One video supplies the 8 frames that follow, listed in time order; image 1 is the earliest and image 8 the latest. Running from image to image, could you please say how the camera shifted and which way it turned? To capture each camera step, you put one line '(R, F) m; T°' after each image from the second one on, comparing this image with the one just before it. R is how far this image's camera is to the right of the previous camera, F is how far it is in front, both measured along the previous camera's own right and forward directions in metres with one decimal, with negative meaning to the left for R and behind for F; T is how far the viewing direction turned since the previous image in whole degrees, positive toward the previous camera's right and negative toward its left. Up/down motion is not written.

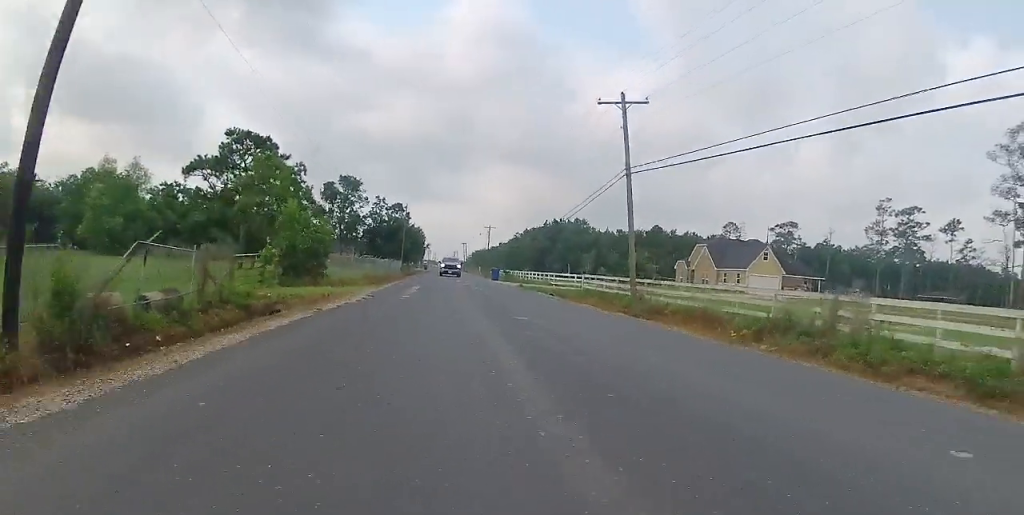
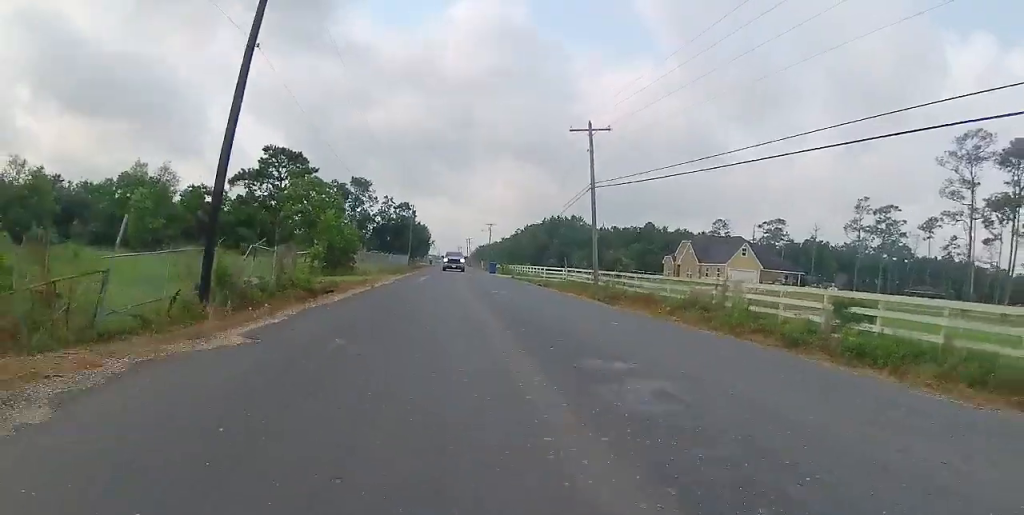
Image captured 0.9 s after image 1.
(0.0, +7.6) m; 0°
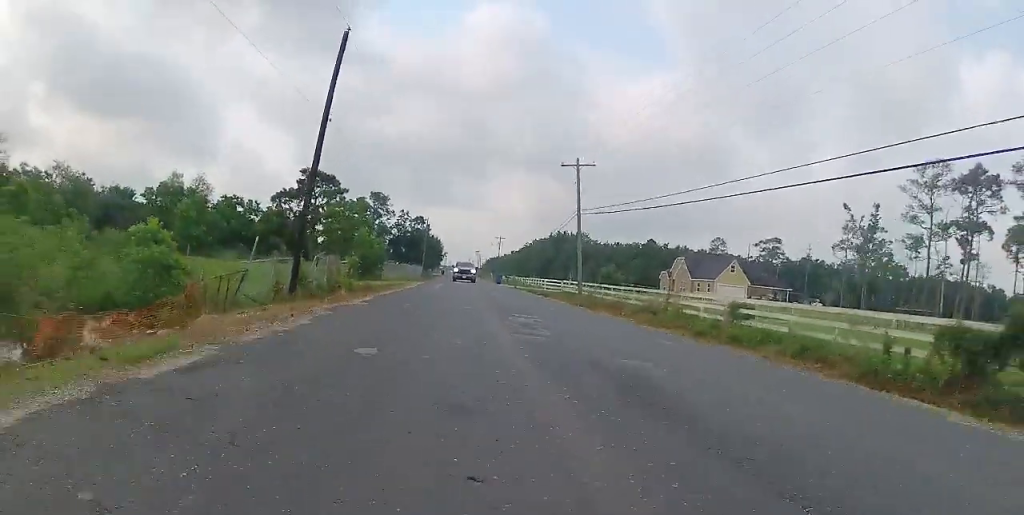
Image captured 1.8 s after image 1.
(0.0, +7.5) m; 0°
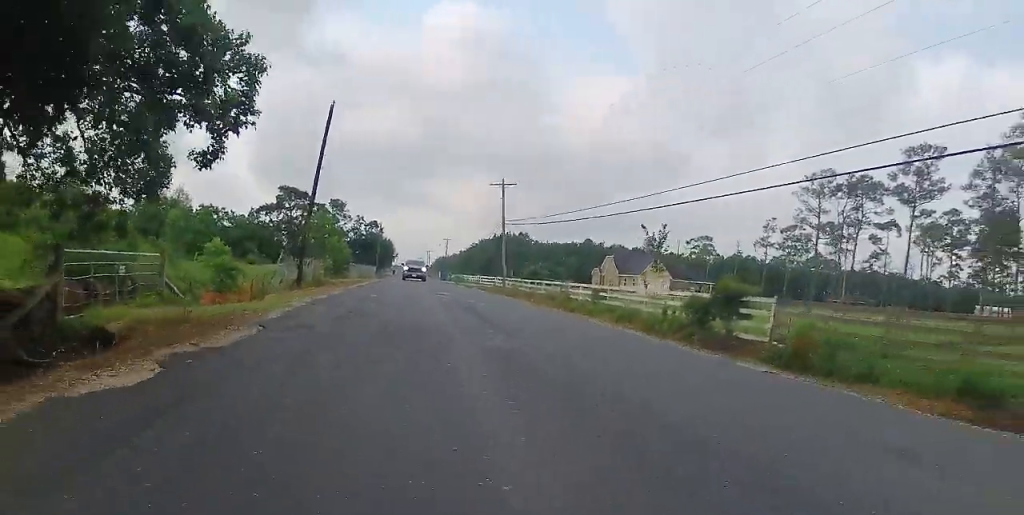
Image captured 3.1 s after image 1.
(-0.2, +10.9) m; -3°
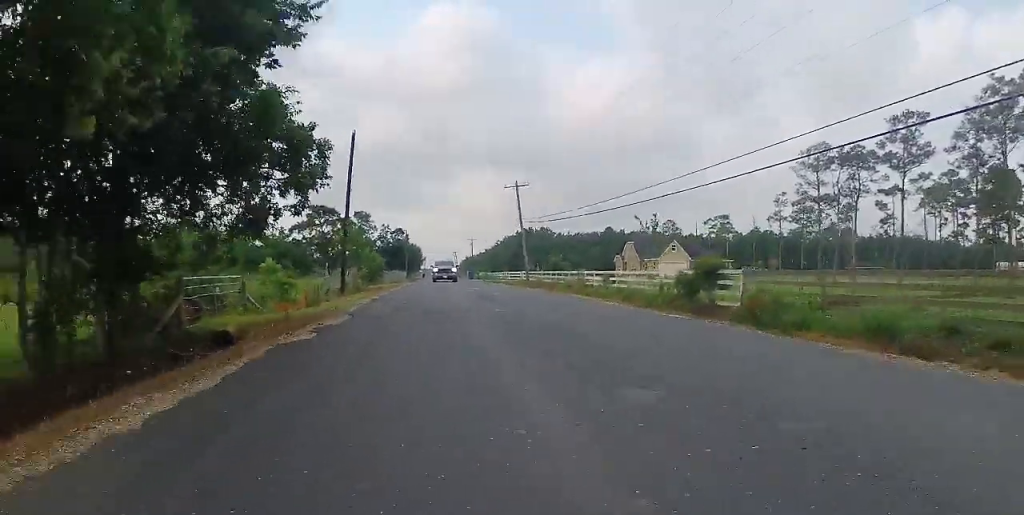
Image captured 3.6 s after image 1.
(-0.2, +4.1) m; 0°
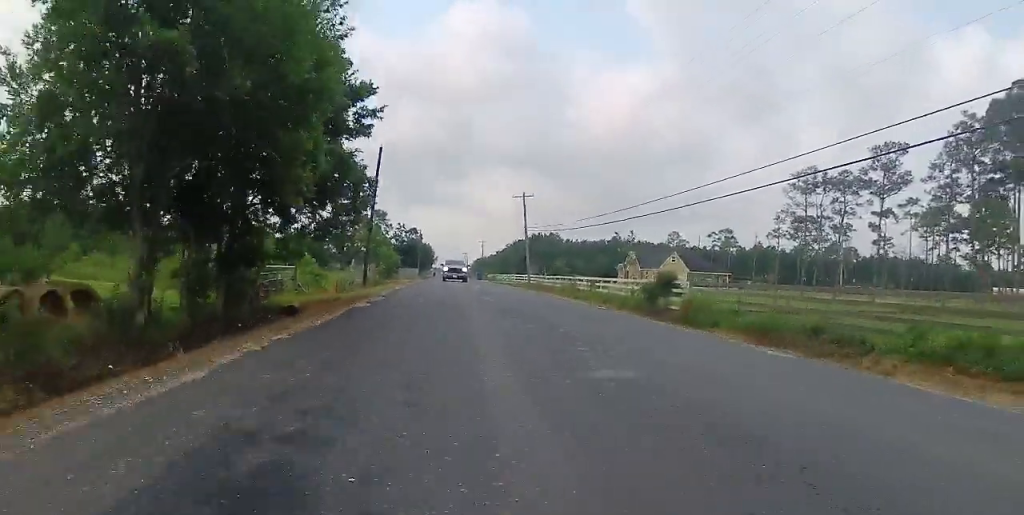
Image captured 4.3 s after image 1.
(0.0, +5.7) m; +1°
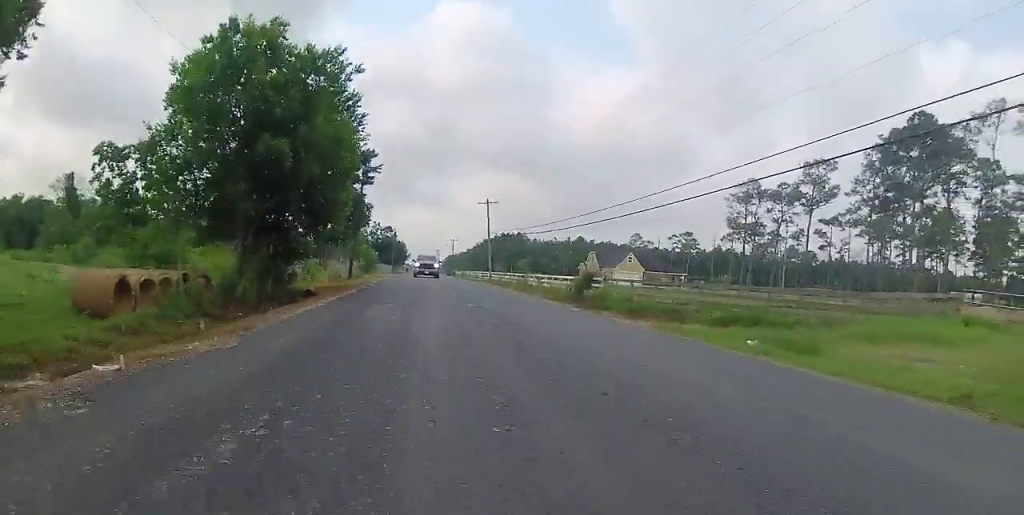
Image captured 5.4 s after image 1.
(+0.3, +8.4) m; +2°
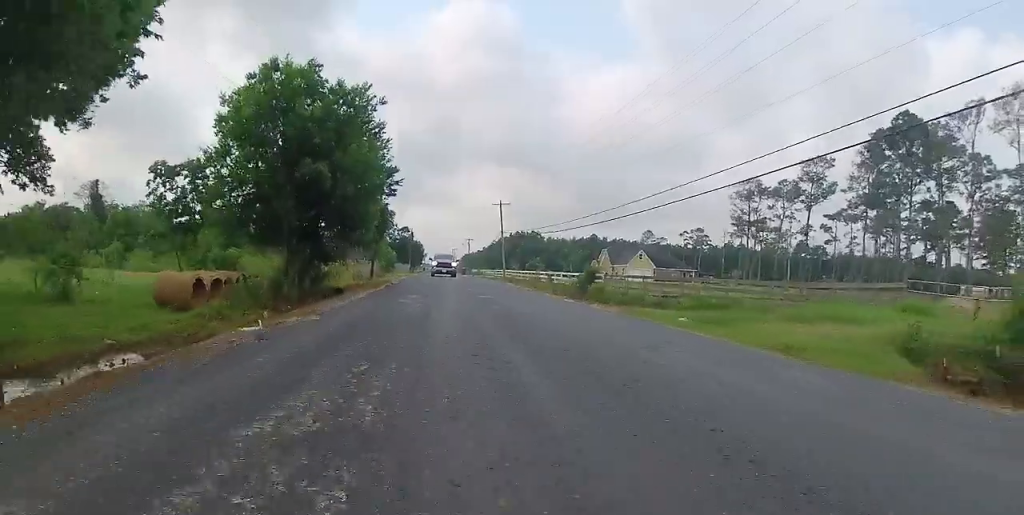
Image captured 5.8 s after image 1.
(0.0, +3.5) m; 0°
